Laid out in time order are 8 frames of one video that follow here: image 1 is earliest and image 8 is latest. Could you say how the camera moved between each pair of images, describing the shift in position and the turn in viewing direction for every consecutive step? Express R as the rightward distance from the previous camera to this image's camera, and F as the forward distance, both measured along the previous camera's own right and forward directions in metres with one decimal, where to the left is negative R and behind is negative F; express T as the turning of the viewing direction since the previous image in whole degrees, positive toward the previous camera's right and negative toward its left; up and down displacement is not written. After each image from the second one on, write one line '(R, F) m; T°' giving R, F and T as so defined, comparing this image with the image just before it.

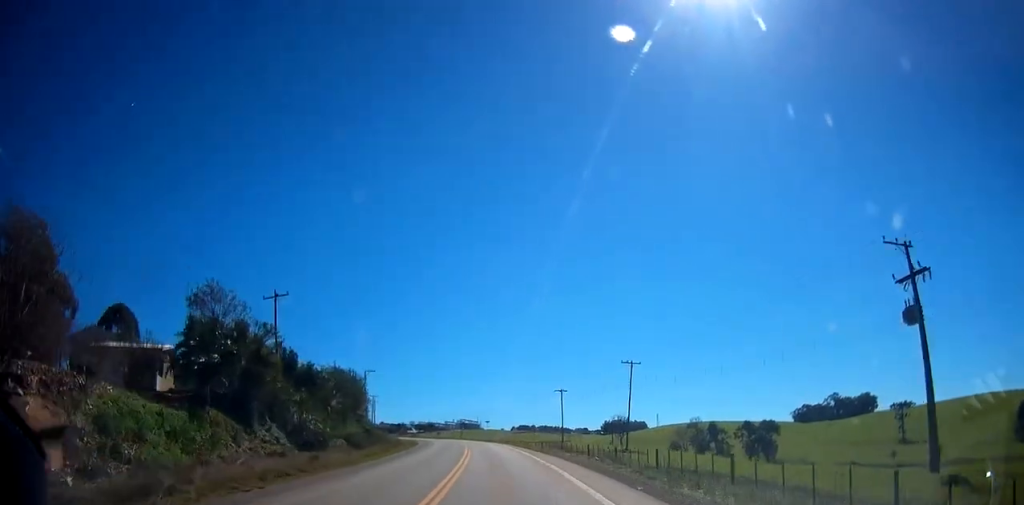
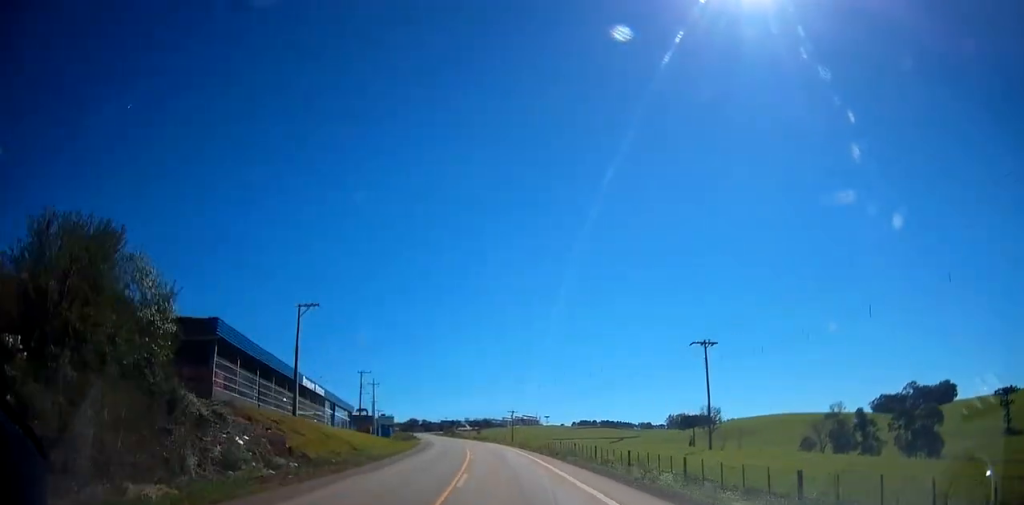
(-4.6, +54.0) m; -8°
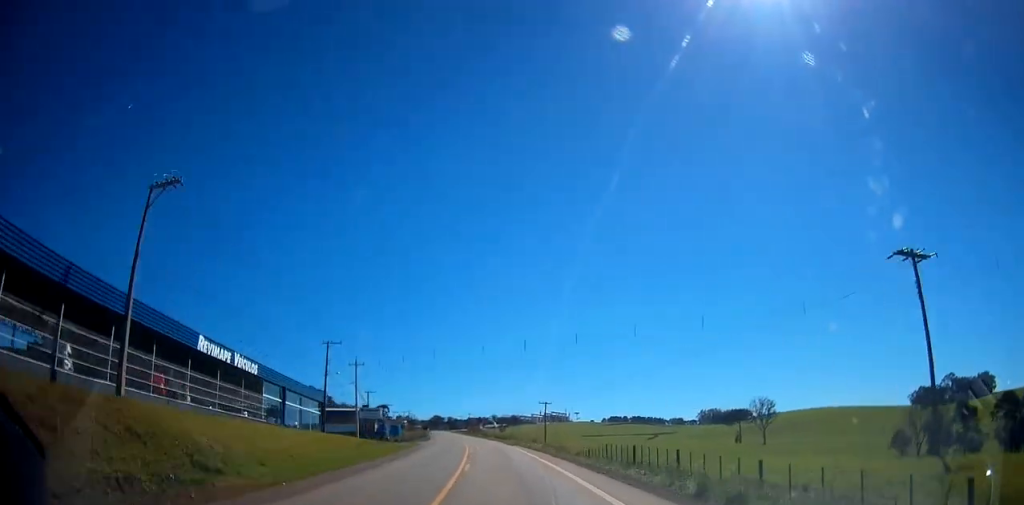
(-0.7, +26.8) m; -3°
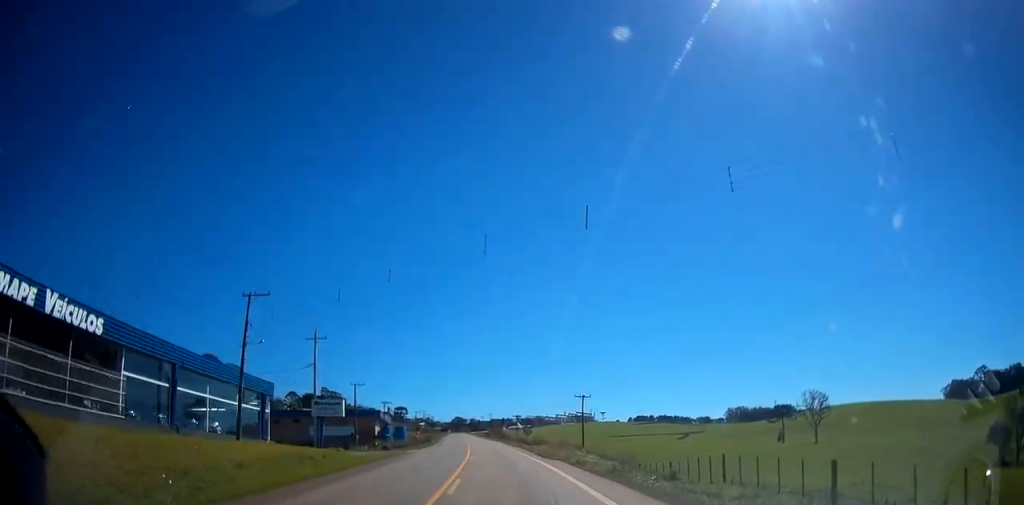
(-0.2, +22.6) m; -2°
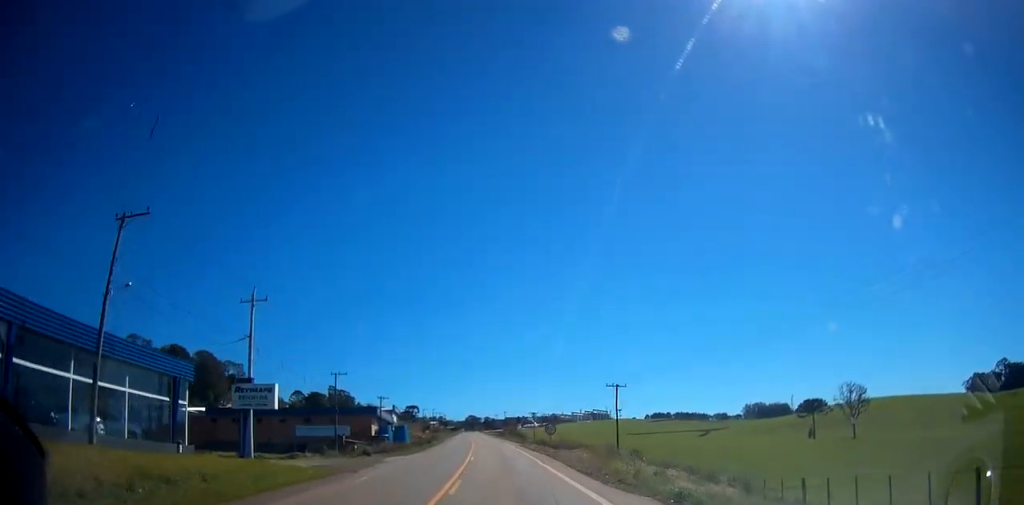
(-0.5, +15.4) m; -2°
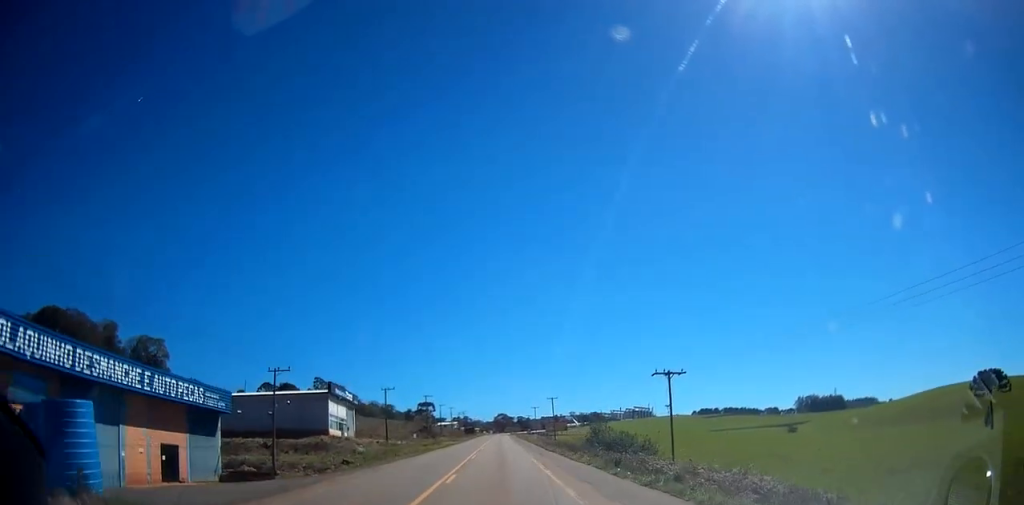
(-6.6, +91.6) m; -7°
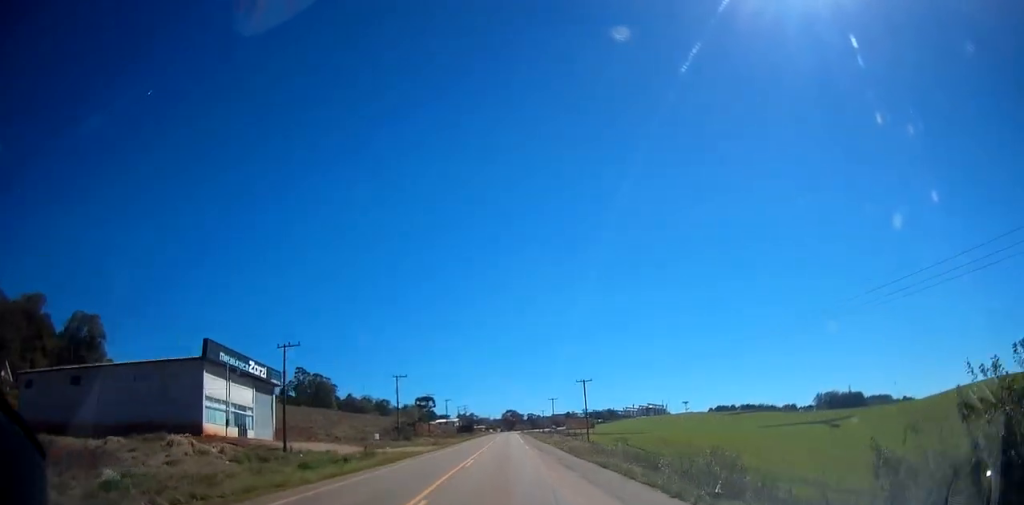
(-0.4, +40.5) m; -1°
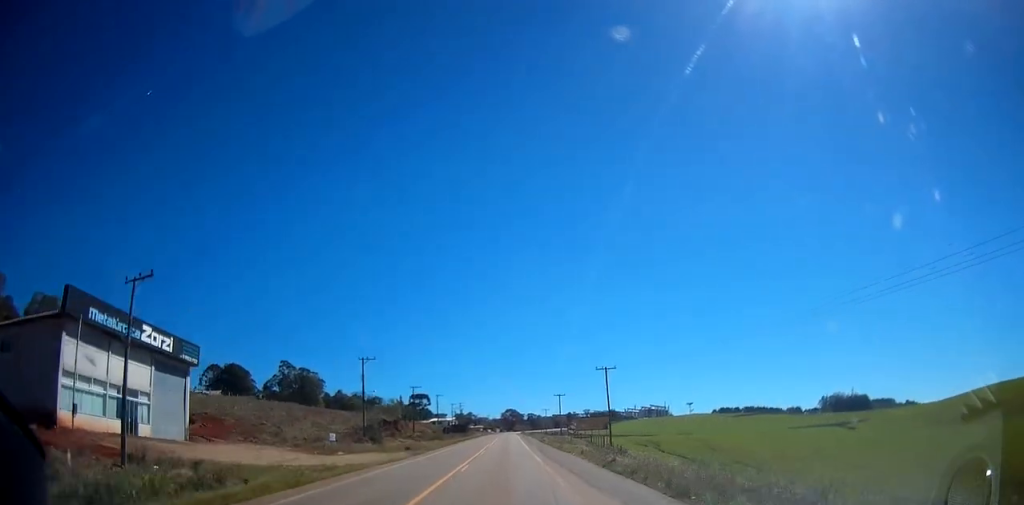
(-0.1, +19.6) m; 0°
